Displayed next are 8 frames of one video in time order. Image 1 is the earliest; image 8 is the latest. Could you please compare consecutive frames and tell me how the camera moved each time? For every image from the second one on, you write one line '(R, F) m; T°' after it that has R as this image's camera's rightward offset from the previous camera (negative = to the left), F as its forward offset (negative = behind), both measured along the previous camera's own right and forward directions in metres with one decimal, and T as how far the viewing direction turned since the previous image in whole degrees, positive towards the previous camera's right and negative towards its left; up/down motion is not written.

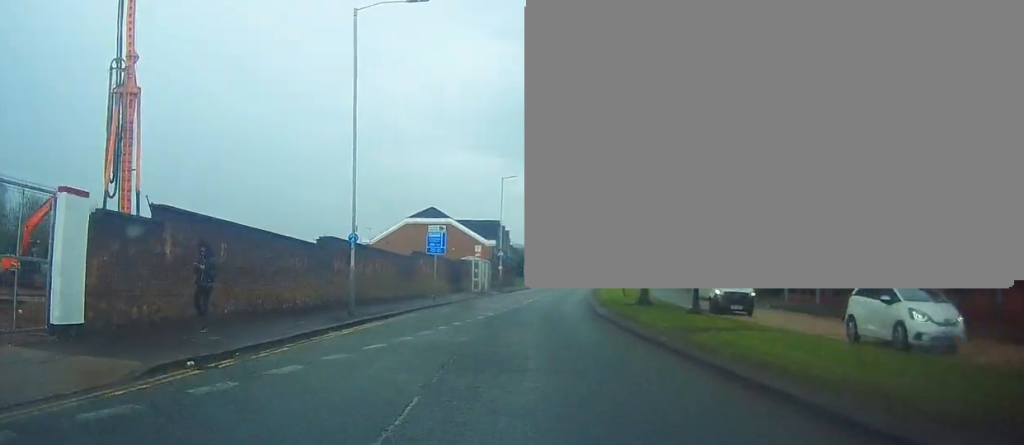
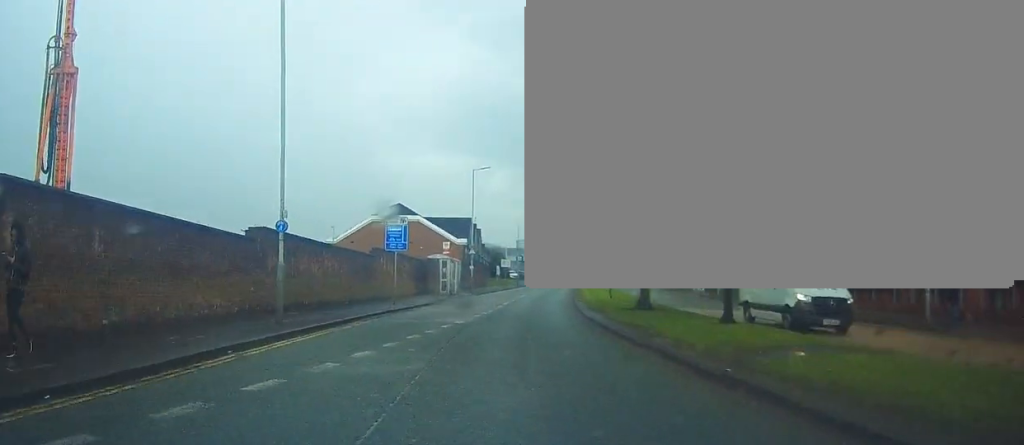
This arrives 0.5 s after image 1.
(+0.1, +5.0) m; +2°
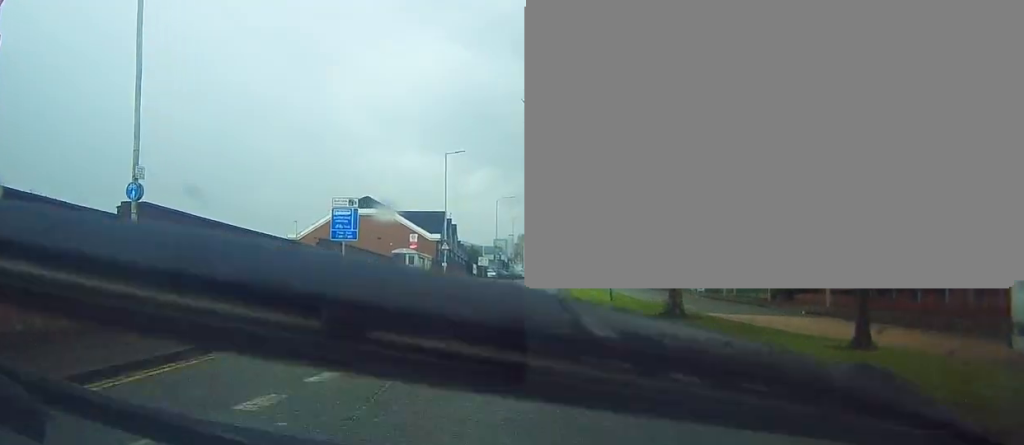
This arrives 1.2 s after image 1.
(+0.1, +6.7) m; +2°
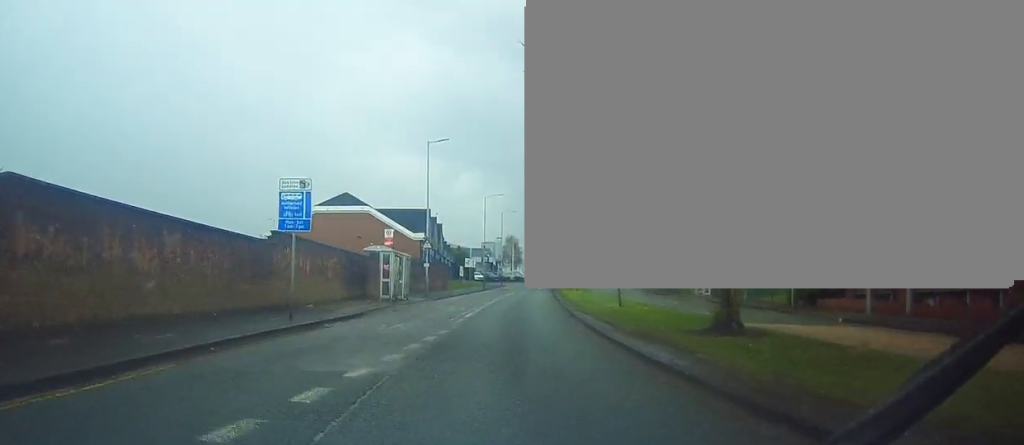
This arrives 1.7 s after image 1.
(+0.1, +4.9) m; +1°
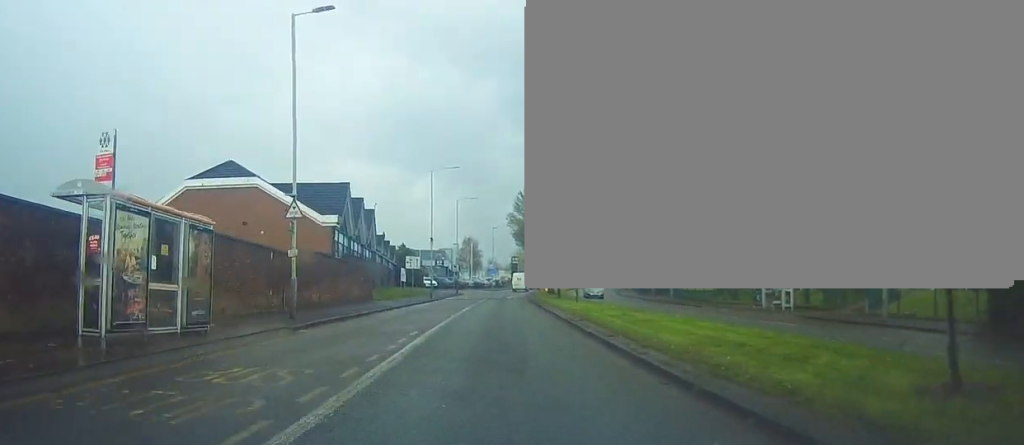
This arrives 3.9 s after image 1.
(+0.8, +22.5) m; +3°
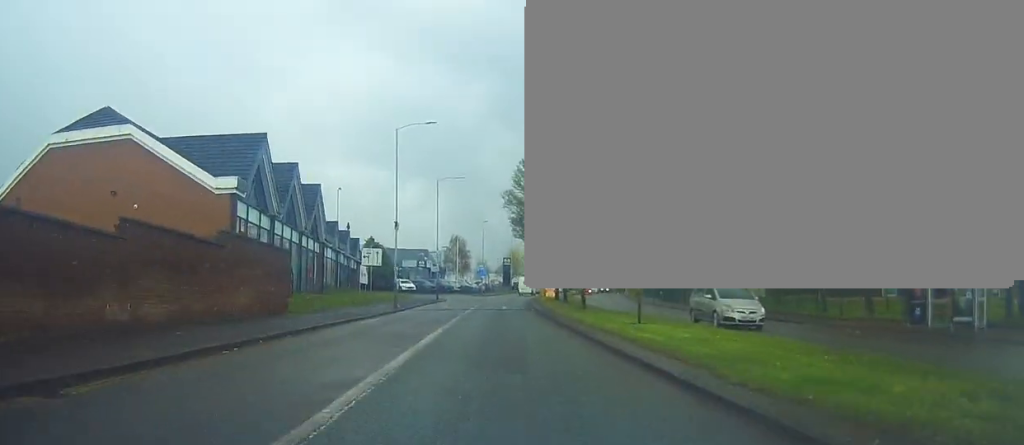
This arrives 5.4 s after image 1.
(0.0, +16.8) m; +2°
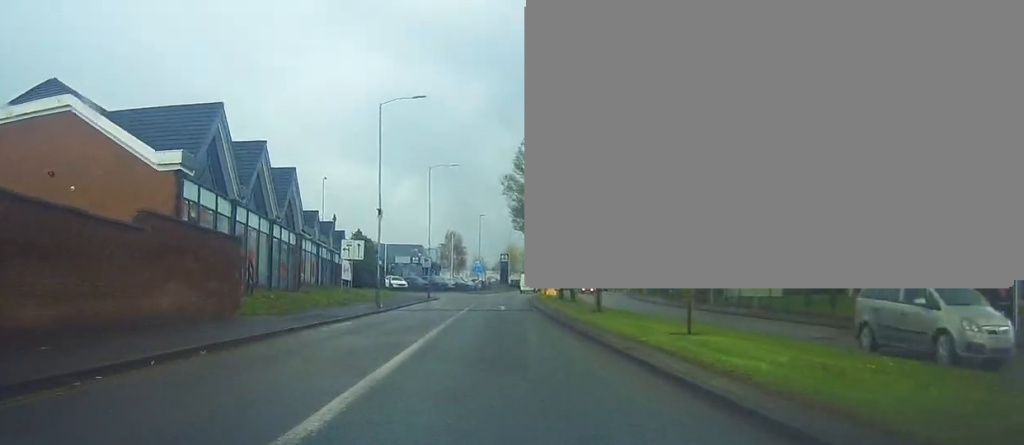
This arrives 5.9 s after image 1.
(+0.2, +5.2) m; +1°
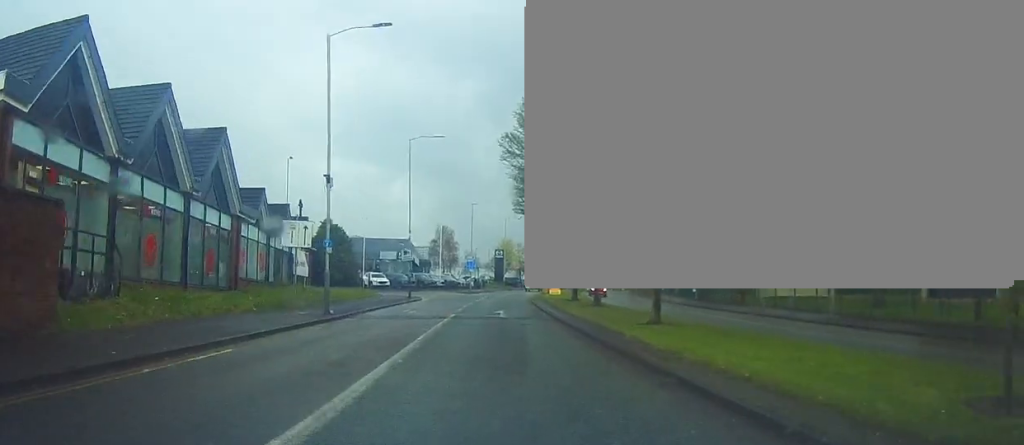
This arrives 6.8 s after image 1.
(+0.1, +10.3) m; 0°
